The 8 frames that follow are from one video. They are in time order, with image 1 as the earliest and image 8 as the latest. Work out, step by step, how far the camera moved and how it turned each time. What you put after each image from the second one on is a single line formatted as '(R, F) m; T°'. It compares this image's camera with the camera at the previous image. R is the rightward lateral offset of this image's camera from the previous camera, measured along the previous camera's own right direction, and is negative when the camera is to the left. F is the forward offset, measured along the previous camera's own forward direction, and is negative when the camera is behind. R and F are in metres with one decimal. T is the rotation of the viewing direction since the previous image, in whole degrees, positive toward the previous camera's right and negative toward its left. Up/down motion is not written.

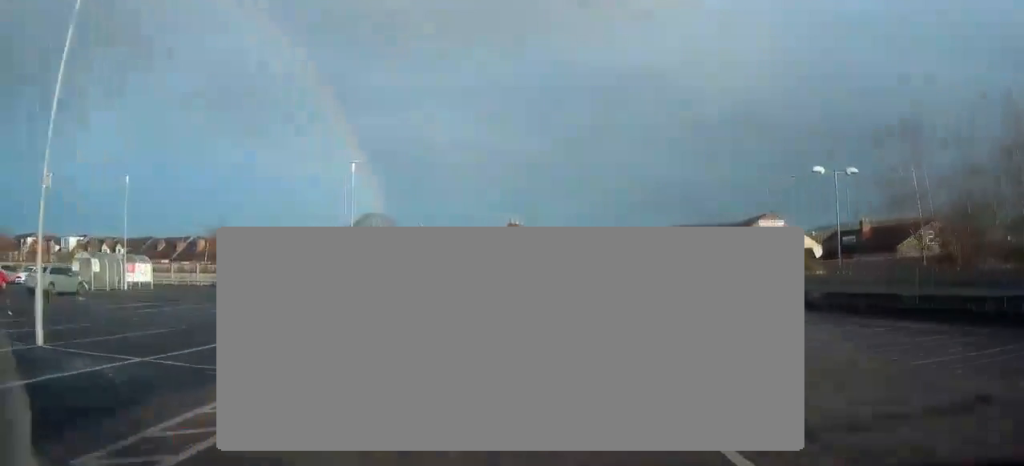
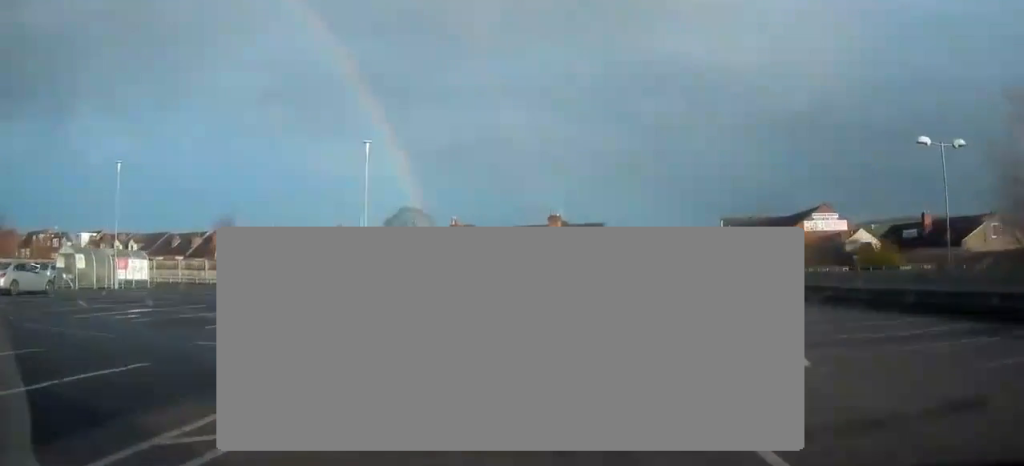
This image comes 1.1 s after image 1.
(-0.4, +5.9) m; -7°
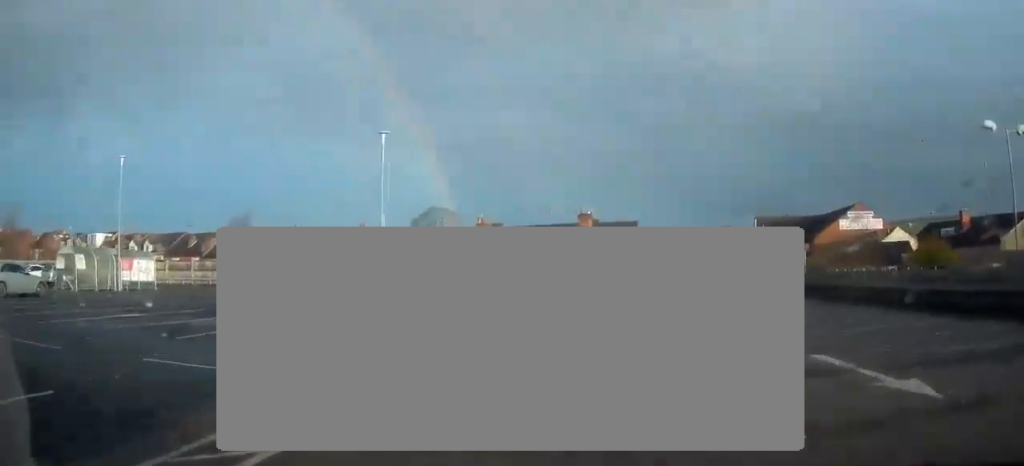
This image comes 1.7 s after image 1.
(+0.1, +3.2) m; -5°
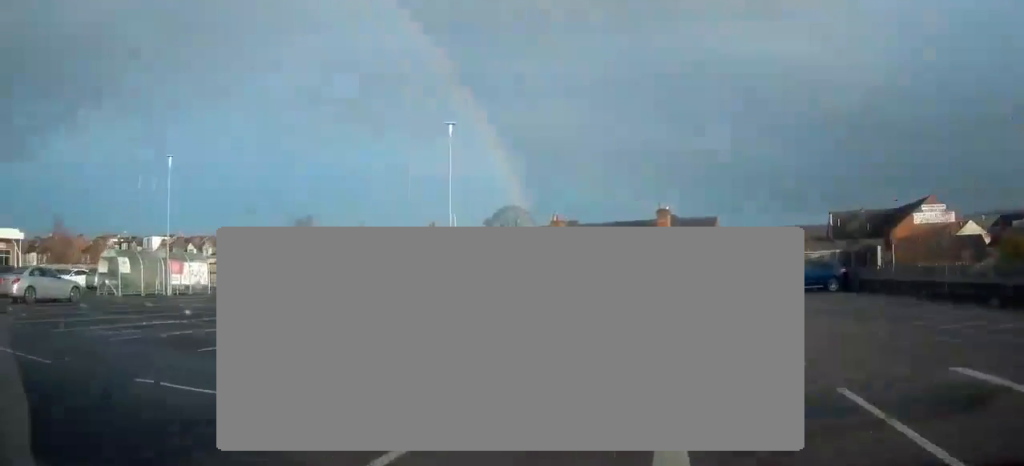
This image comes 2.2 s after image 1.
(-0.3, +2.0) m; -7°
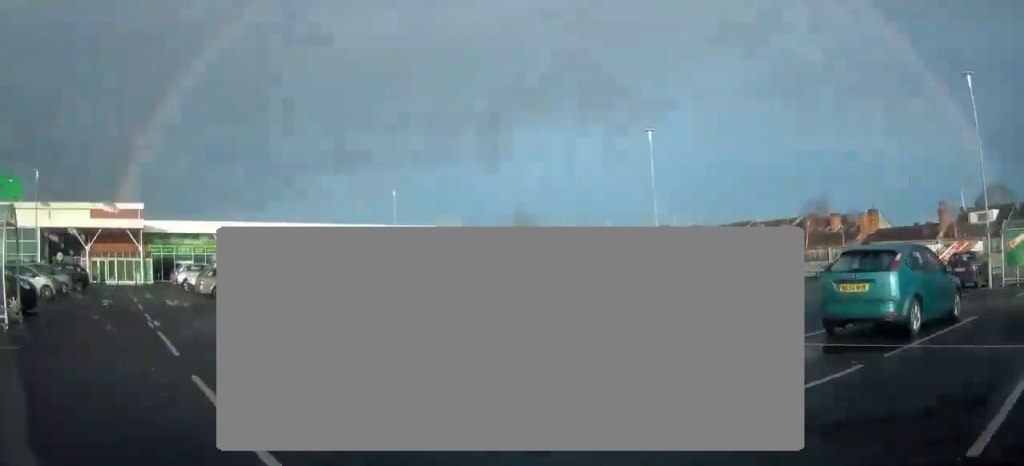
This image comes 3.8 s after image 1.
(-1.7, +6.5) m; -37°
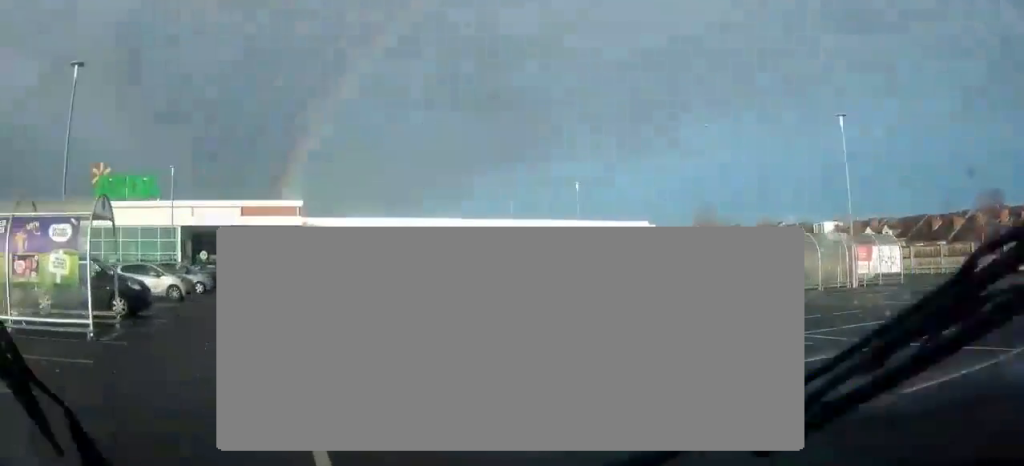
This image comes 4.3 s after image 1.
(-0.3, +2.1) m; -15°
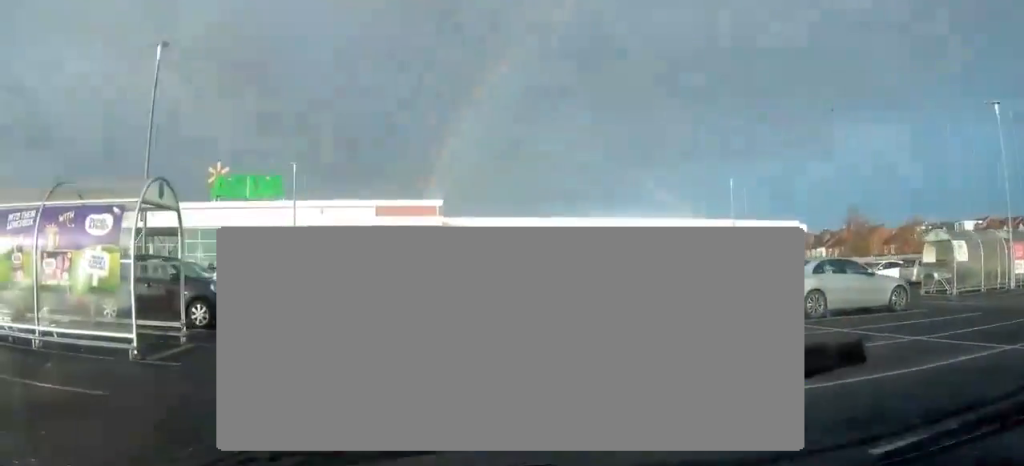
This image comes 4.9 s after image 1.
(-0.3, +2.5) m; -13°
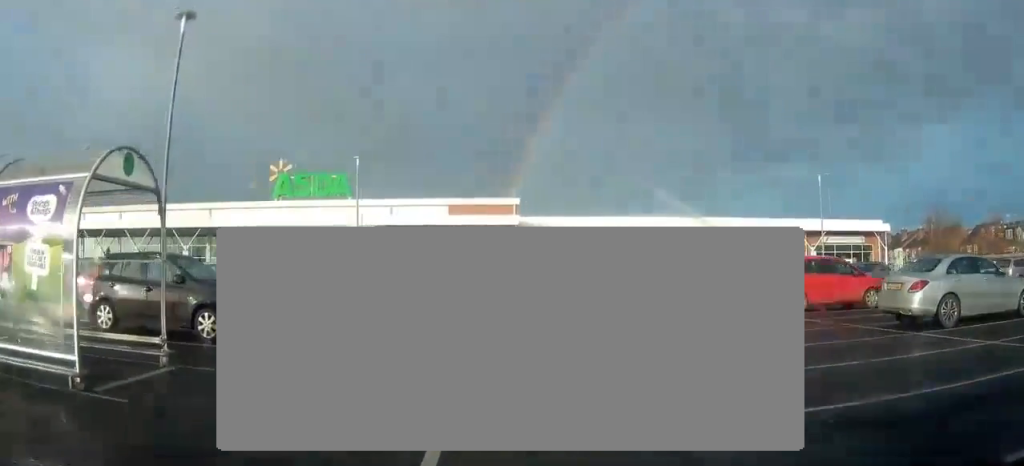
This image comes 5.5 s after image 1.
(-0.5, +3.2) m; -8°
